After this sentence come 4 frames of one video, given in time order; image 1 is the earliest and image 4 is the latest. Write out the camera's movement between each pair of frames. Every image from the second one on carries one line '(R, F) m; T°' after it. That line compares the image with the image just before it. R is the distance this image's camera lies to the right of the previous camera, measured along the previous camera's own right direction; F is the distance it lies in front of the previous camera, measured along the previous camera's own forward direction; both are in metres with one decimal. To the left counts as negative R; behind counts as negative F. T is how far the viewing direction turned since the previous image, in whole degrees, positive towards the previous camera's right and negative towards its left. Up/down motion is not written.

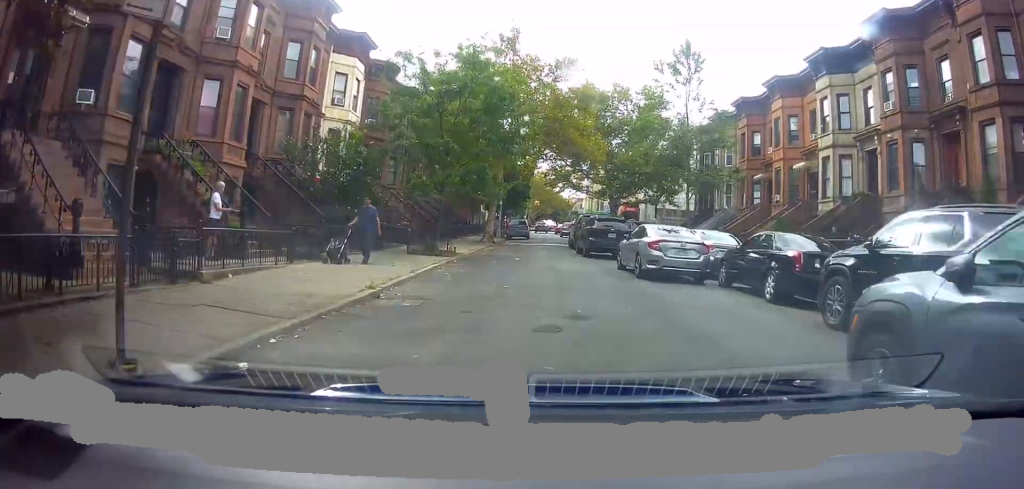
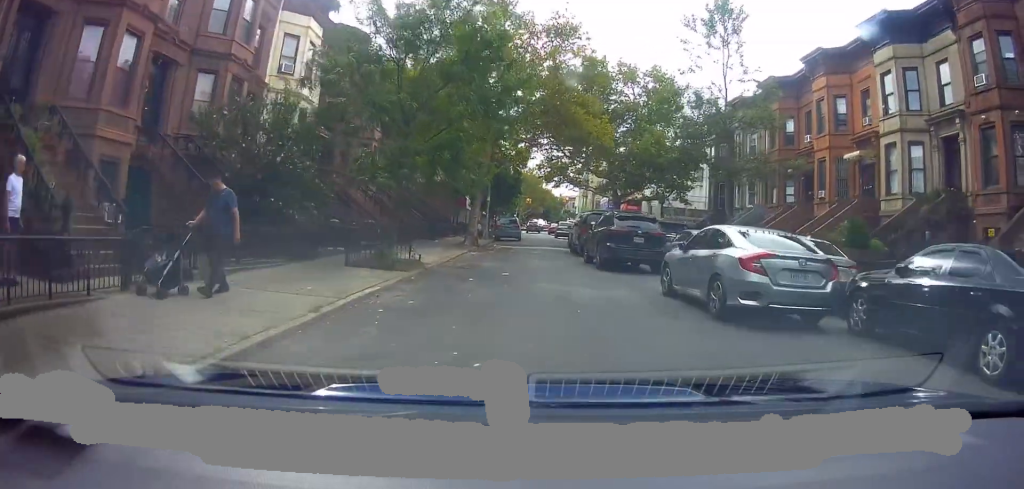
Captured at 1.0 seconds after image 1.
(-0.8, +6.1) m; -6°
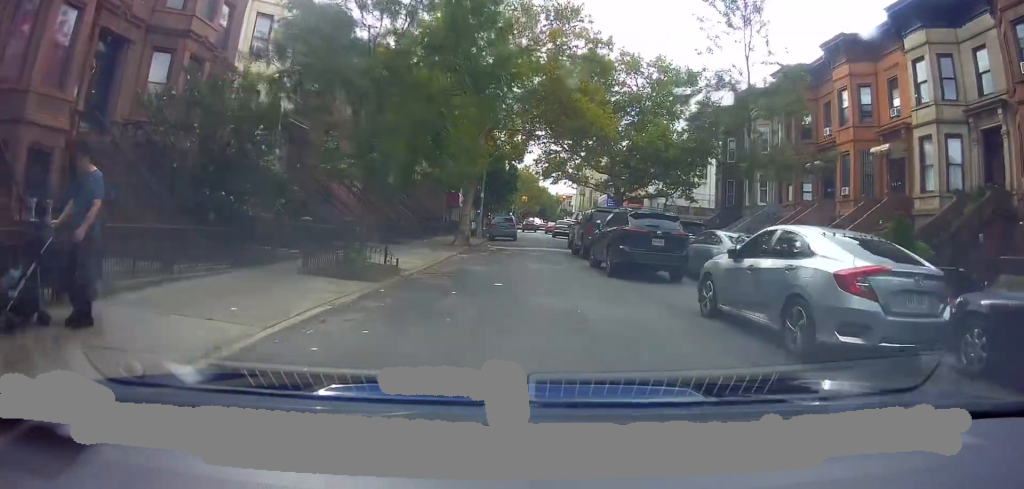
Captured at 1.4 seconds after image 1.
(0.0, +2.5) m; -1°
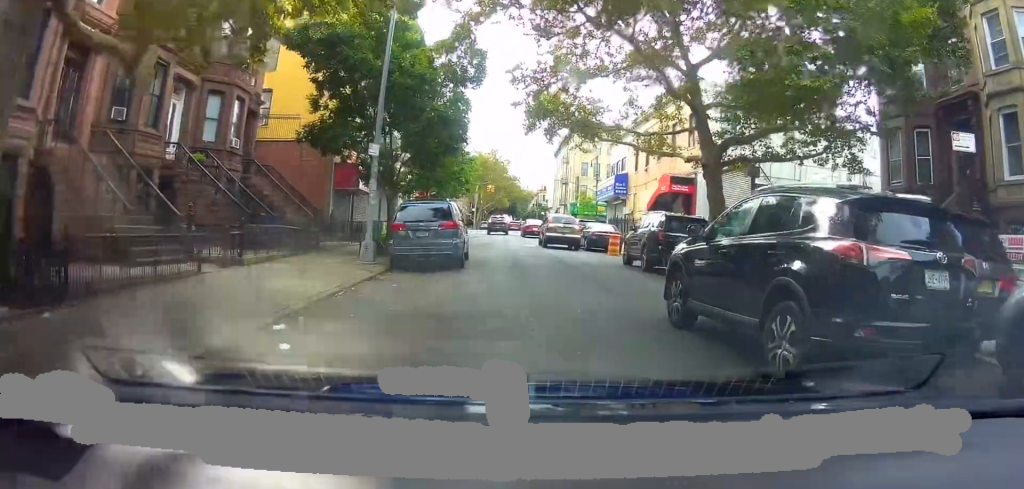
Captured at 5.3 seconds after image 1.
(0.0, +24.1) m; +4°
